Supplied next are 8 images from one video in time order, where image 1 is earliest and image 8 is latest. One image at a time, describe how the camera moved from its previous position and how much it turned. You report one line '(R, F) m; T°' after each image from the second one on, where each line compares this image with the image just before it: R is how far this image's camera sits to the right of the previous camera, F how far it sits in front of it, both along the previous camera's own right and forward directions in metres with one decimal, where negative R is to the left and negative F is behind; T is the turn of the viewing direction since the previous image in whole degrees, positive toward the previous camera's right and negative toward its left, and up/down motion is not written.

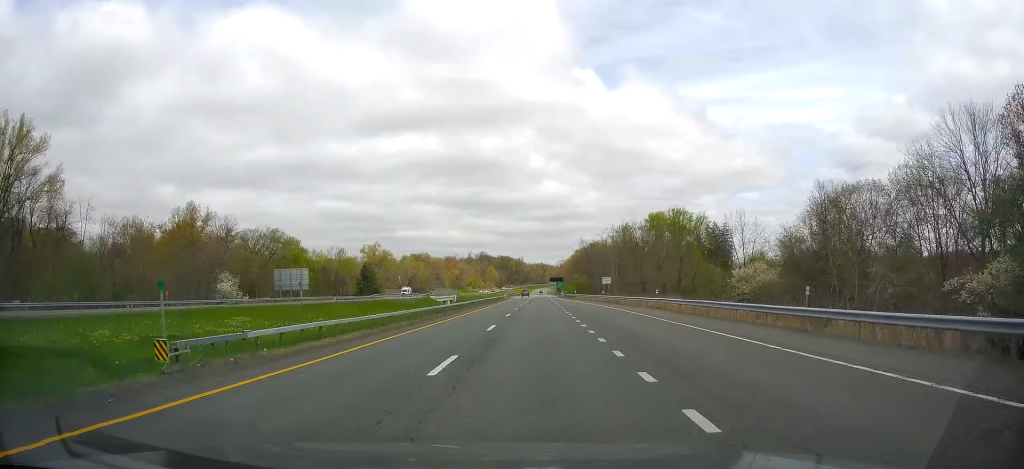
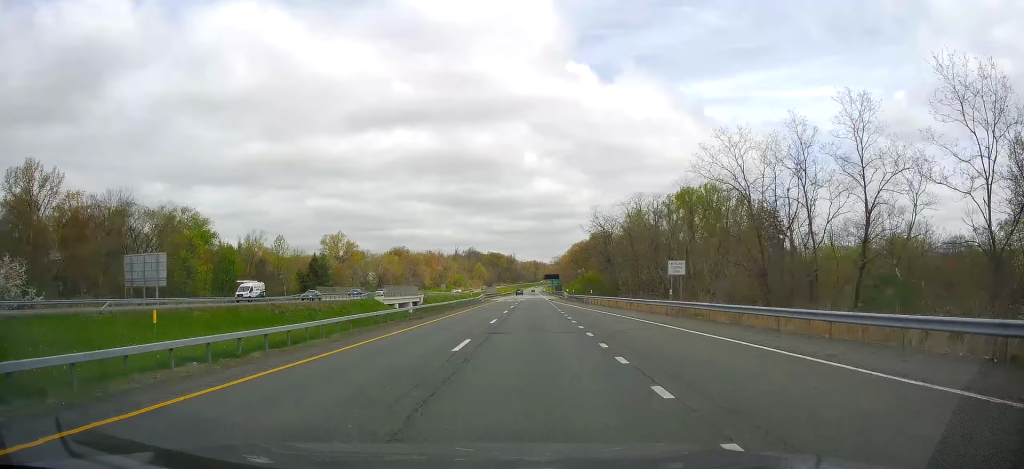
(+0.5, +45.1) m; +1°
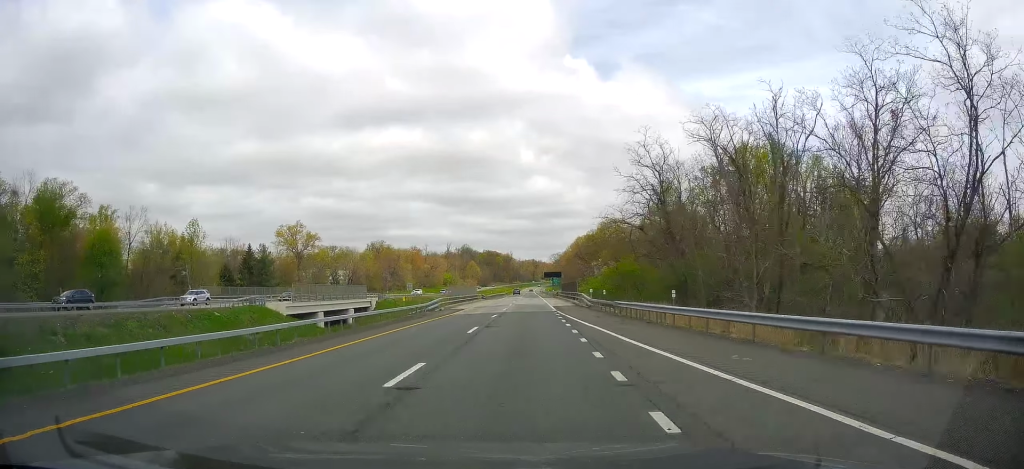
(-0.2, +41.9) m; 0°
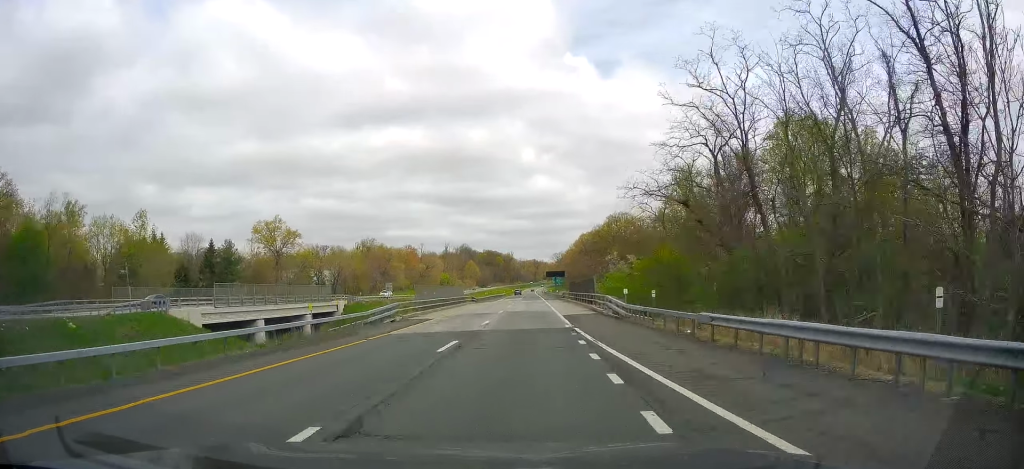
(+0.2, +18.4) m; 0°
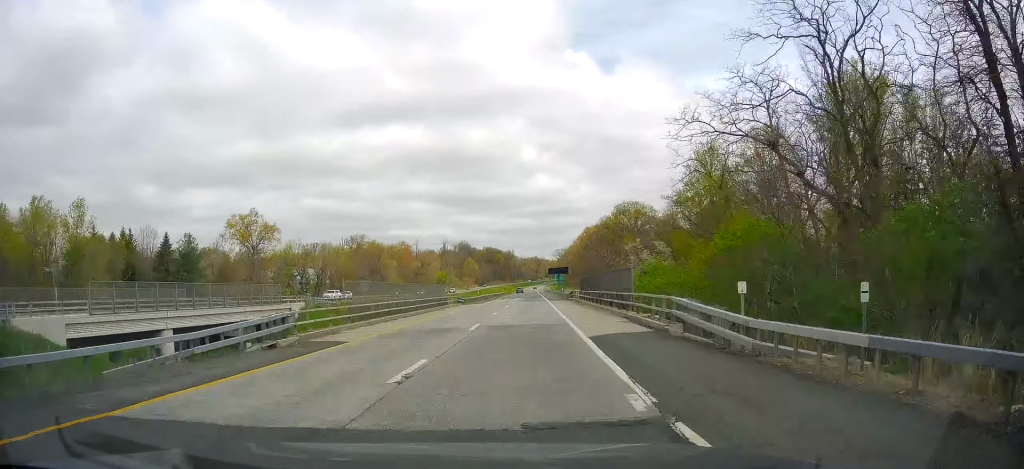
(0.0, +17.4) m; 0°
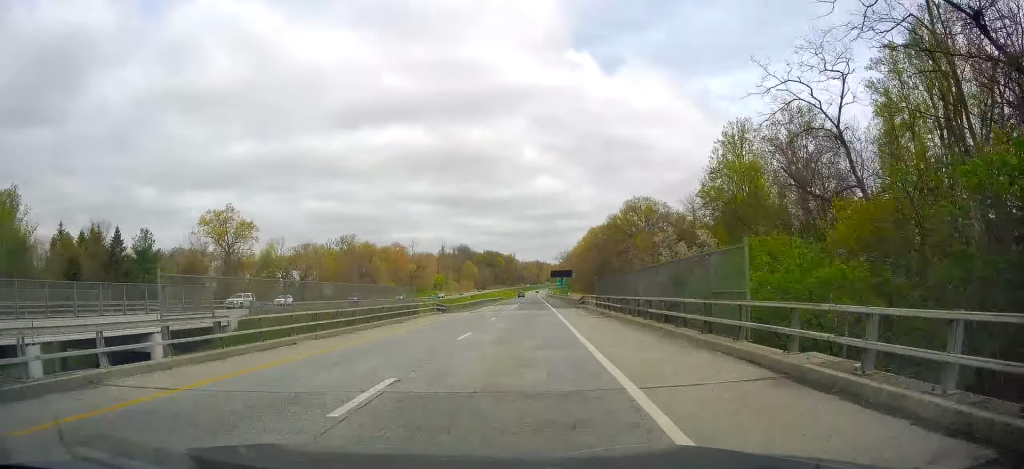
(+0.1, +15.4) m; -1°
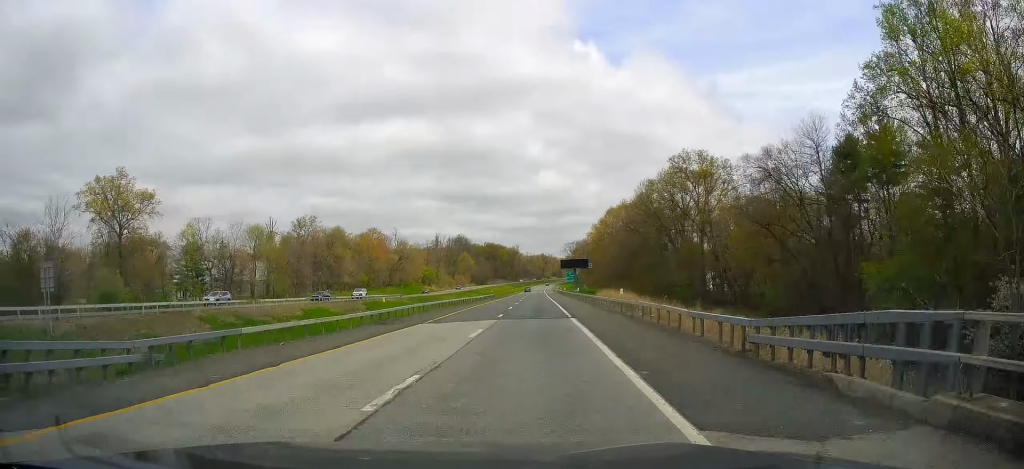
(-0.3, +48.2) m; 0°
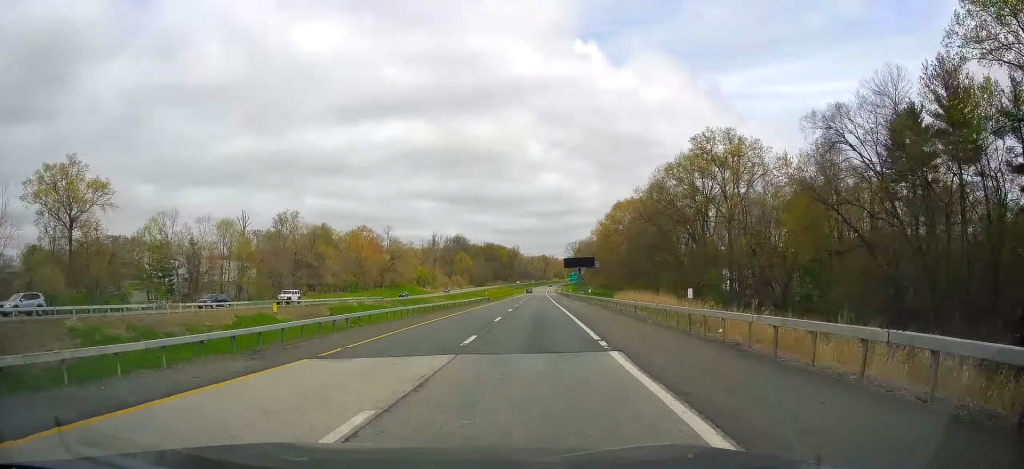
(+0.2, +15.4) m; +1°
